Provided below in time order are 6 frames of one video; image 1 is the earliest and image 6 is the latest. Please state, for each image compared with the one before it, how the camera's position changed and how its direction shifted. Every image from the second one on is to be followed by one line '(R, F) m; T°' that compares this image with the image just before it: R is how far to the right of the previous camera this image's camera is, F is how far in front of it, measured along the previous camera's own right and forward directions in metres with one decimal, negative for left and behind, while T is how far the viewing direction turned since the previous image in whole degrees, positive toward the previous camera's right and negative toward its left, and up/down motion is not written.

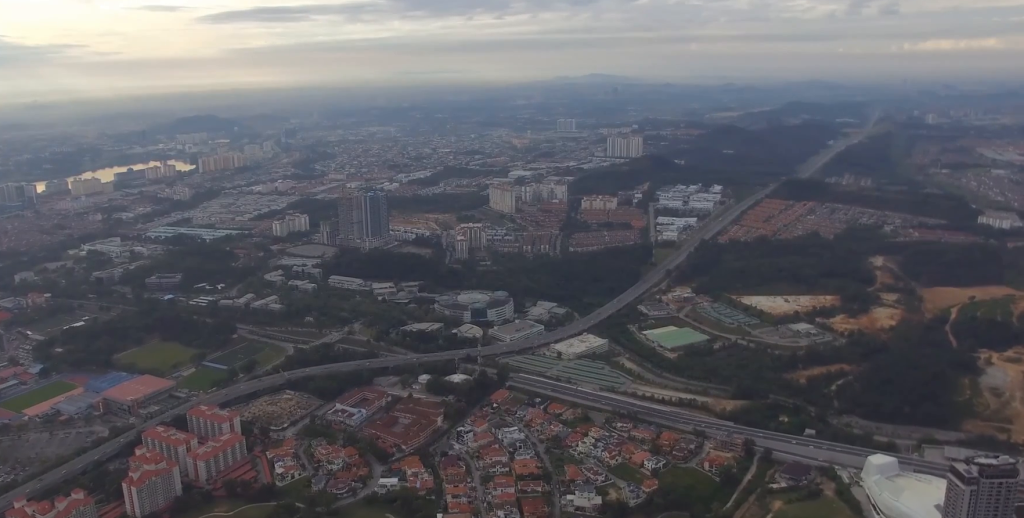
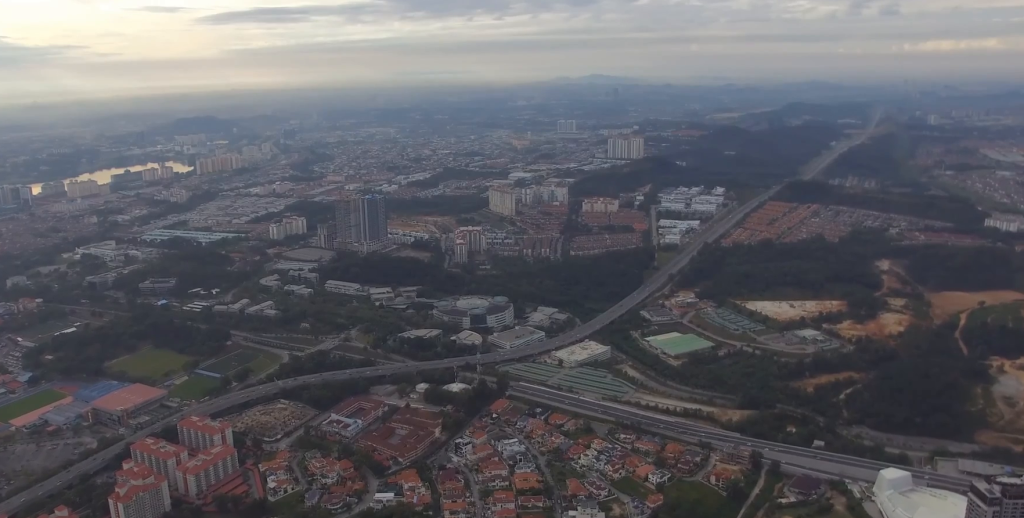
(+0.1, +29.2) m; 0°
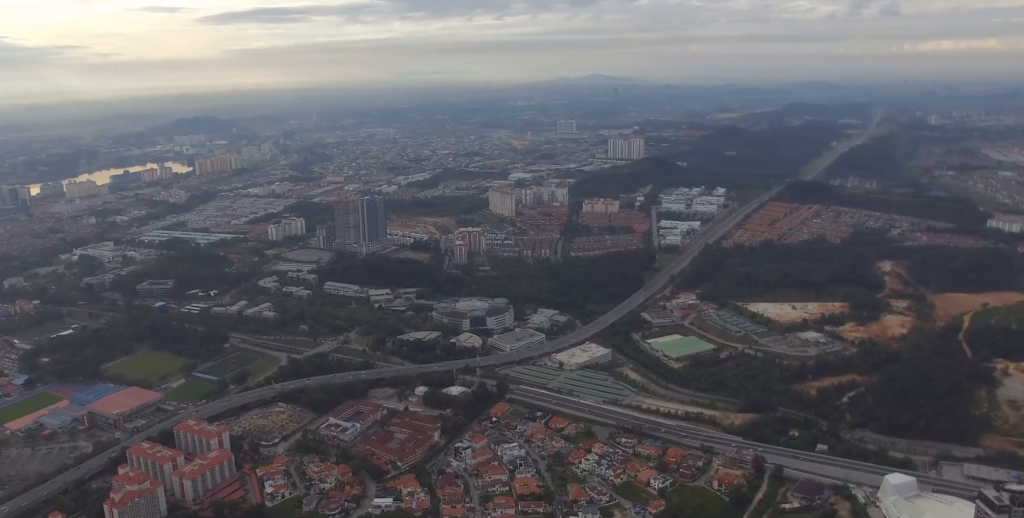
(0.0, +10.4) m; 0°
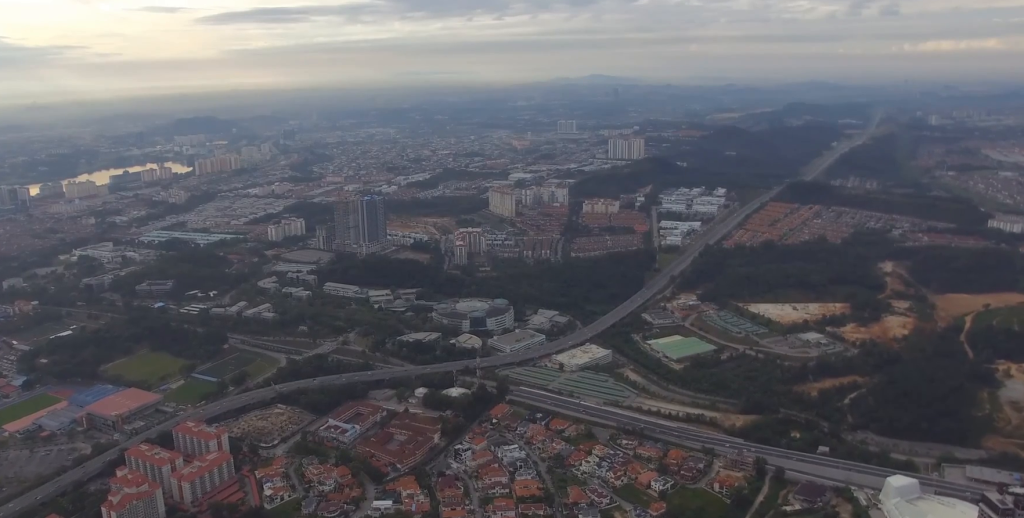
(0.0, +4.4) m; 0°
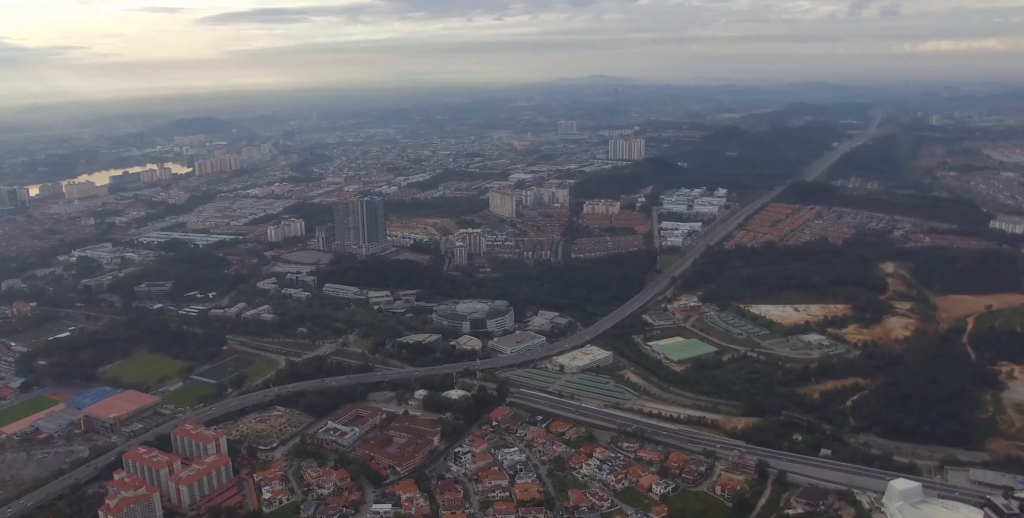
(0.0, +6.0) m; 0°
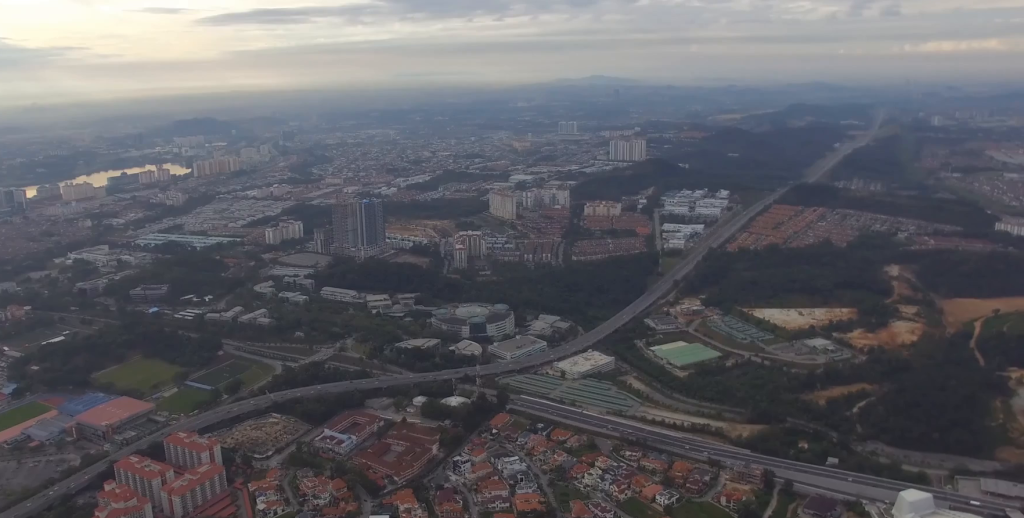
(0.0, +20.8) m; 0°
